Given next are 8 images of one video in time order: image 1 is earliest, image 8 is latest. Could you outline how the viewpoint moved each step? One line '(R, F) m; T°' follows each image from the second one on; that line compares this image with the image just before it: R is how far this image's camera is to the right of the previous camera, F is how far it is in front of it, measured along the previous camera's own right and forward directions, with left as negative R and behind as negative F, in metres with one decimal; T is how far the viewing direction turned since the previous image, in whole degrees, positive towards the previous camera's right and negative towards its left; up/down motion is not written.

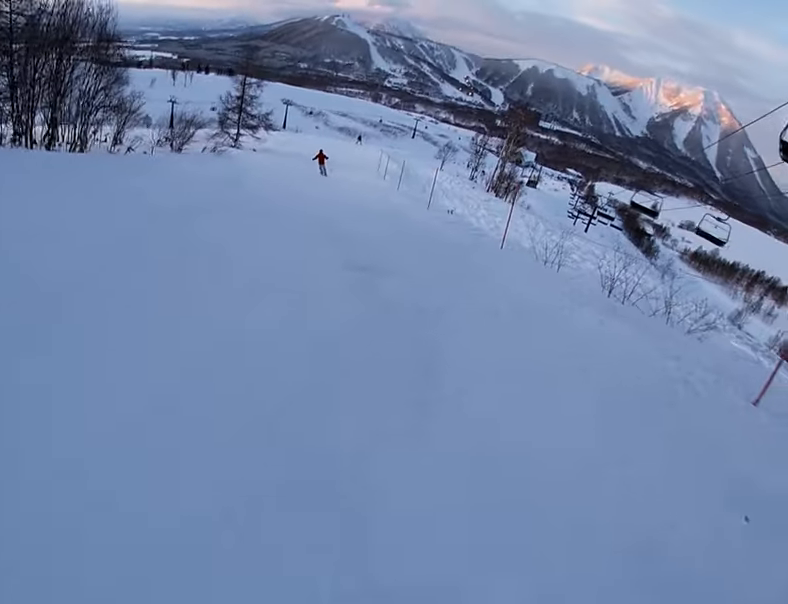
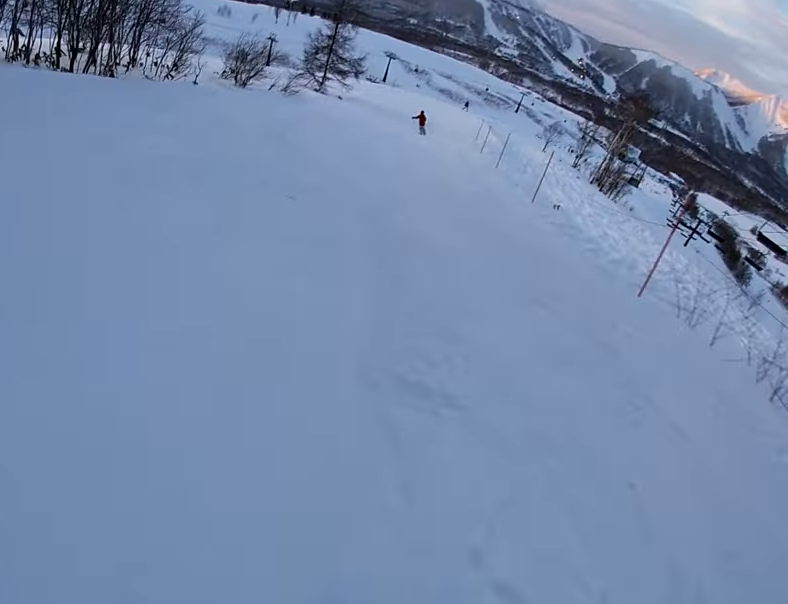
(+0.1, +4.1) m; -3°
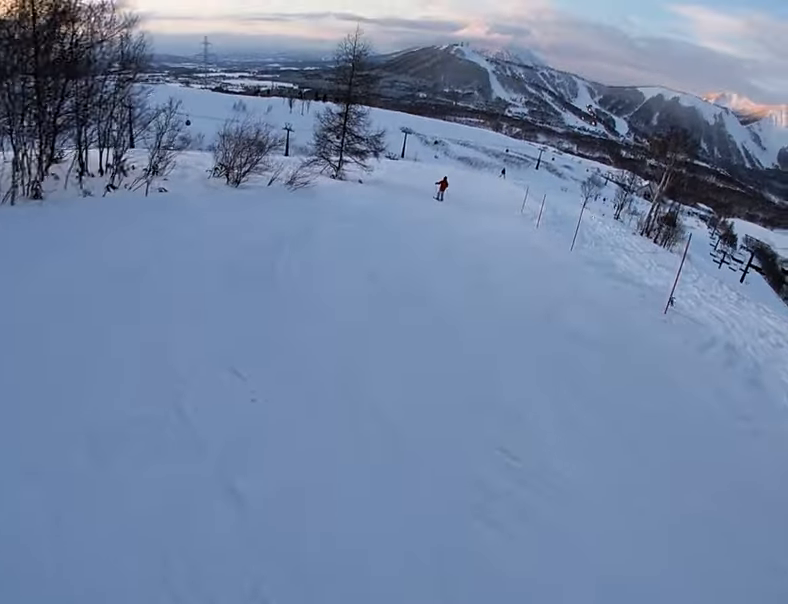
(-0.4, +6.2) m; +3°
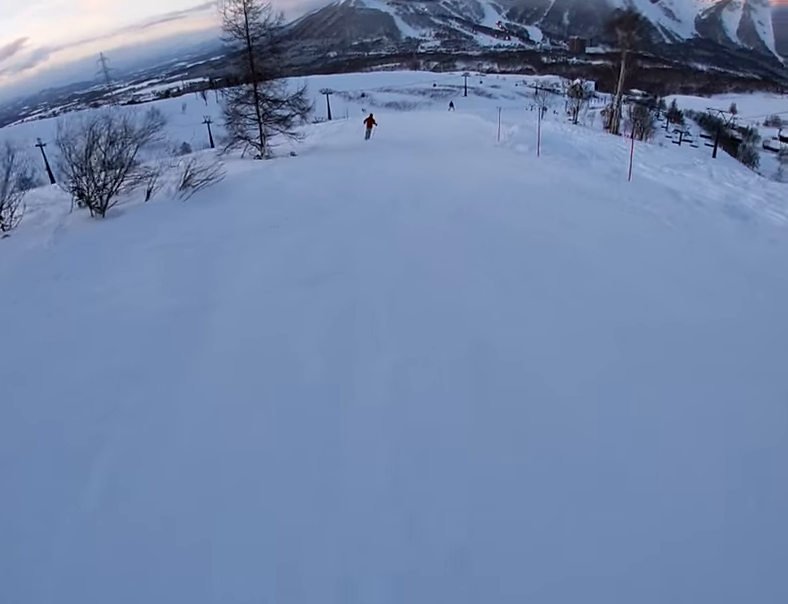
(+0.1, +6.4) m; +4°
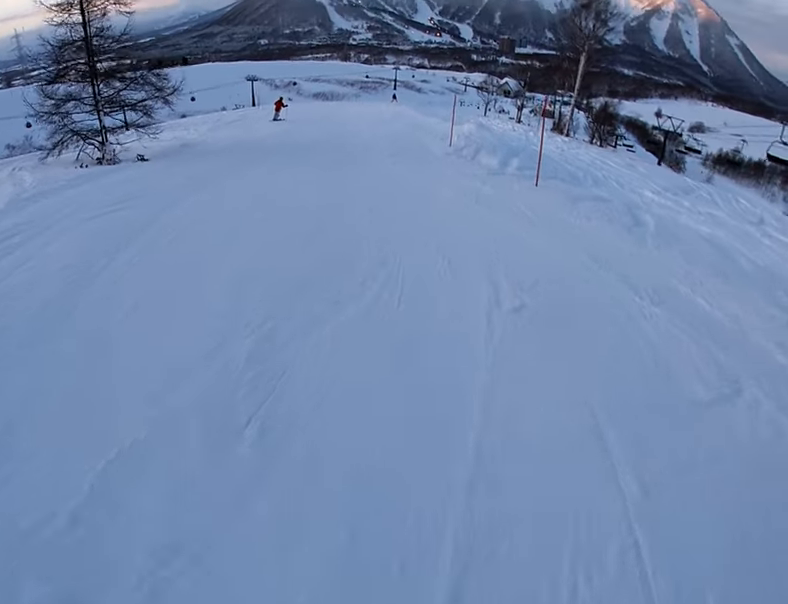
(+0.8, +8.8) m; 0°
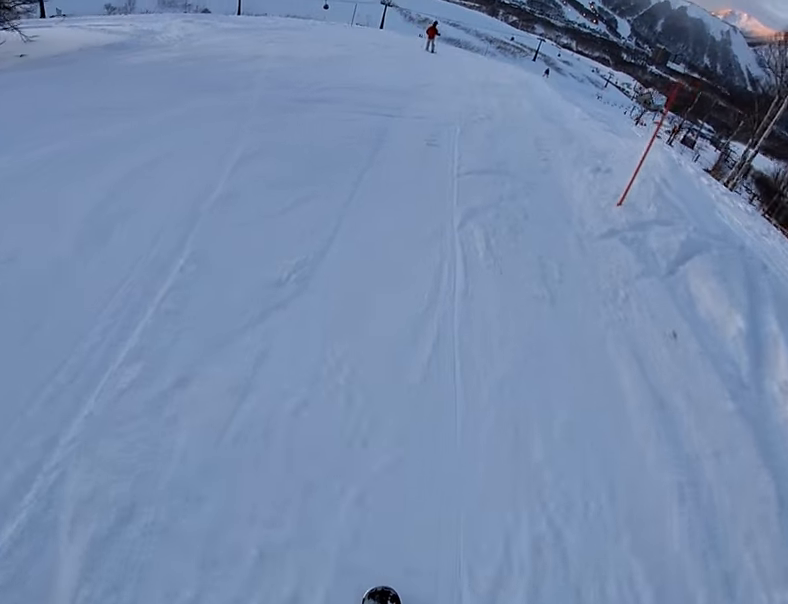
(-1.0, +9.8) m; -9°
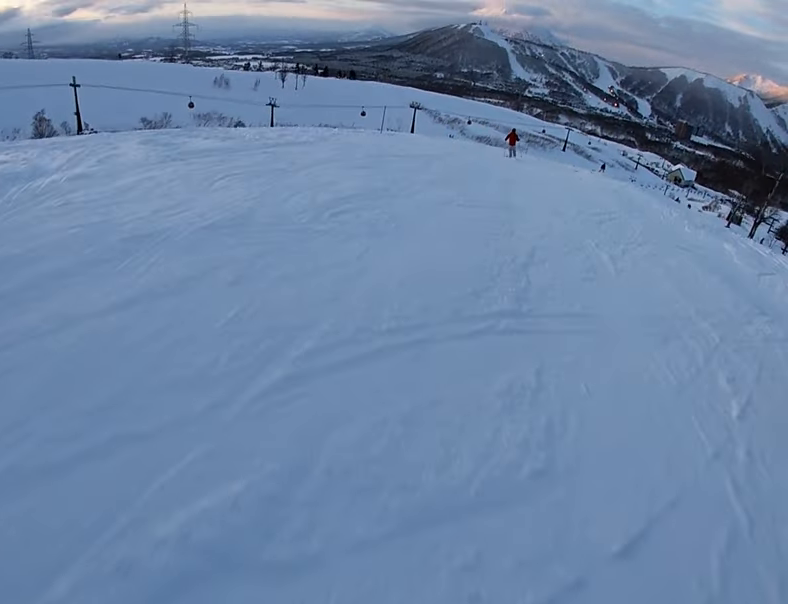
(-0.5, +7.8) m; -1°
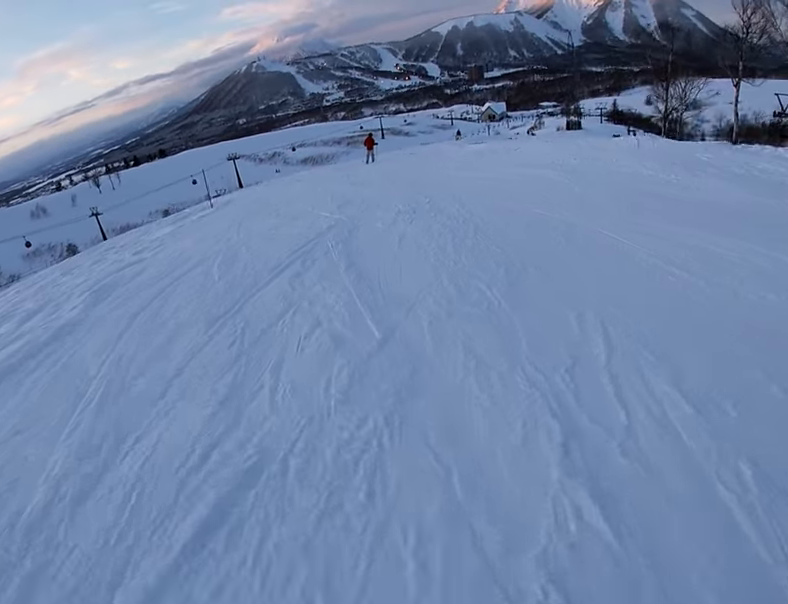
(+0.7, +10.0) m; +12°
